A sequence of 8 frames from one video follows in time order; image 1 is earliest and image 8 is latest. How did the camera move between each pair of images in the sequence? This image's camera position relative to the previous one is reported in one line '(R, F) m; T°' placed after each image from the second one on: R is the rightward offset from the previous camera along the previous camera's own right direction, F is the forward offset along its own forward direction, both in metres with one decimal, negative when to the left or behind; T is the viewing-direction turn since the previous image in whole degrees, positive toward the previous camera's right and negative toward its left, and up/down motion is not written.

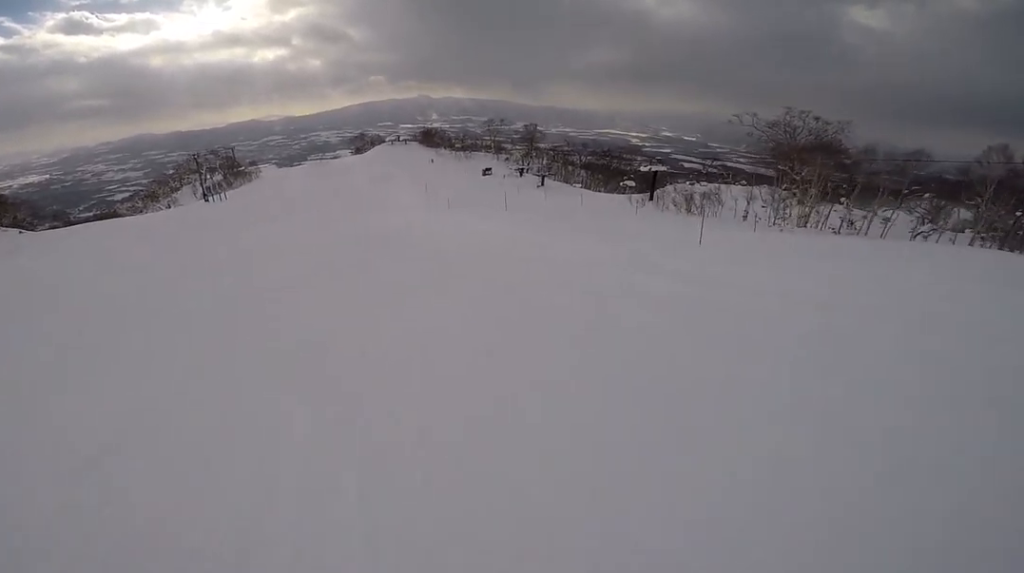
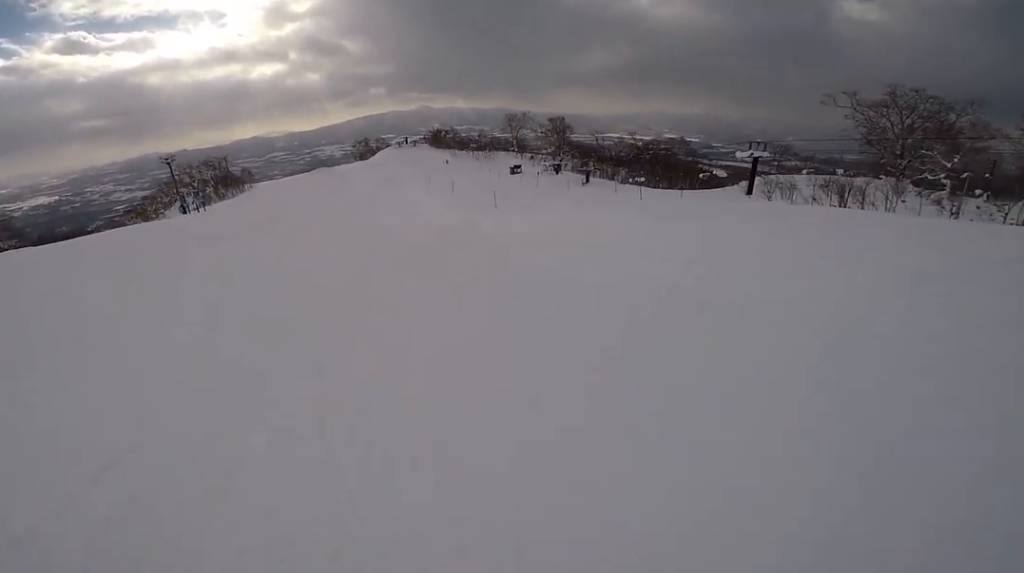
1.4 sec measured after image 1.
(-0.6, +15.4) m; -4°
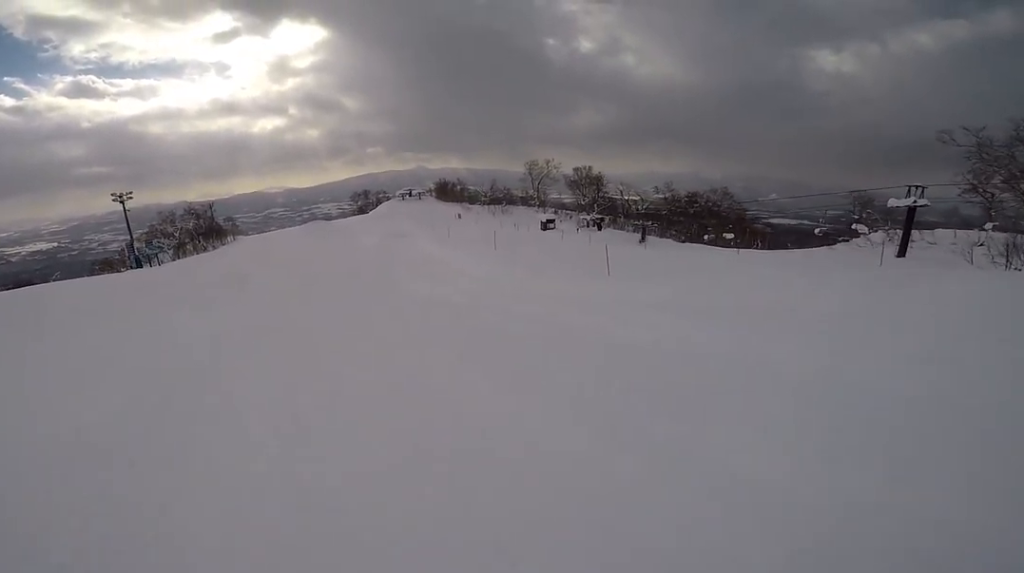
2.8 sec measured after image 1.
(+0.8, +16.5) m; +4°
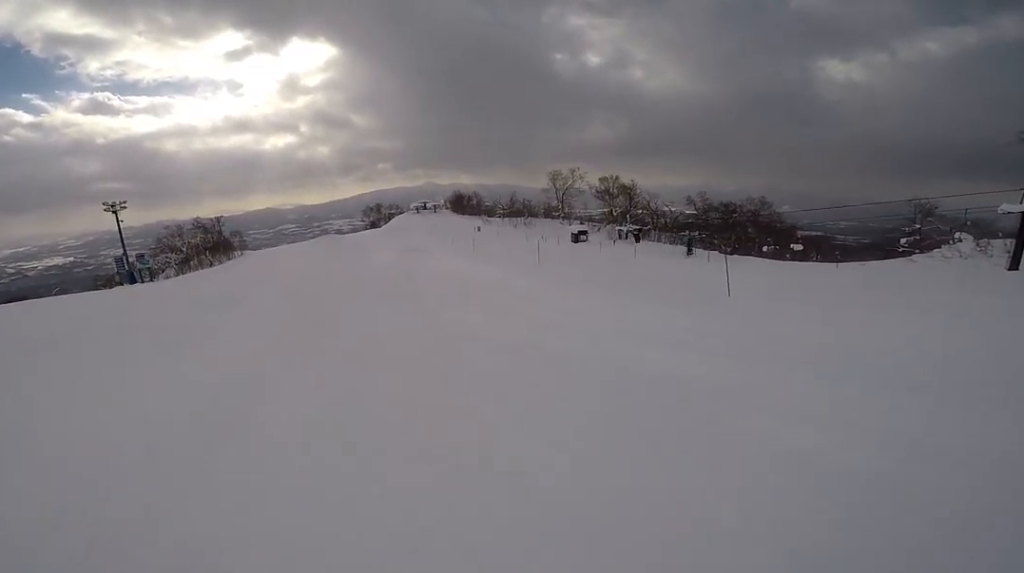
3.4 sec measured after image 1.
(+0.3, +6.2) m; 0°
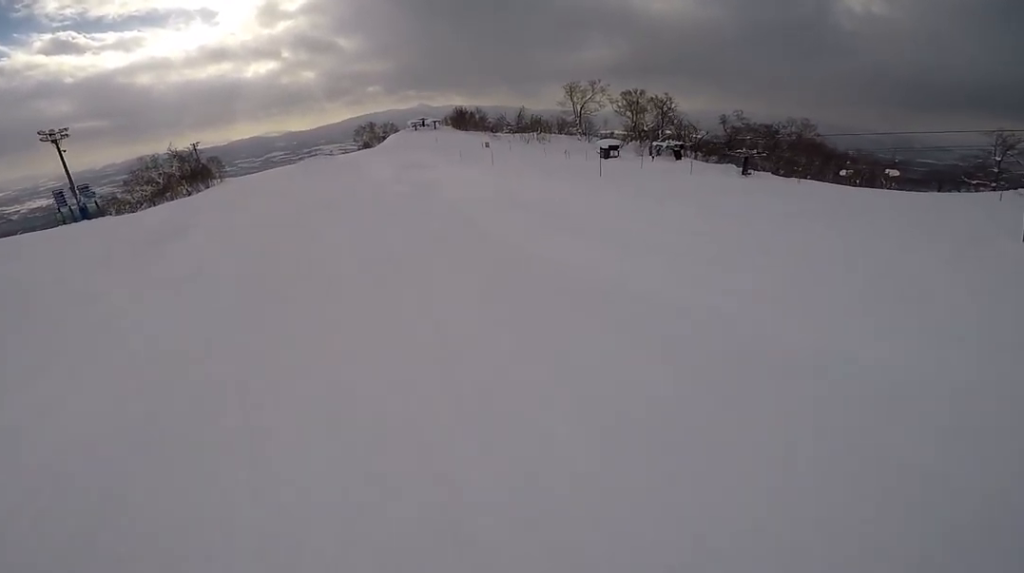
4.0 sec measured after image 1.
(-0.5, +7.9) m; -3°
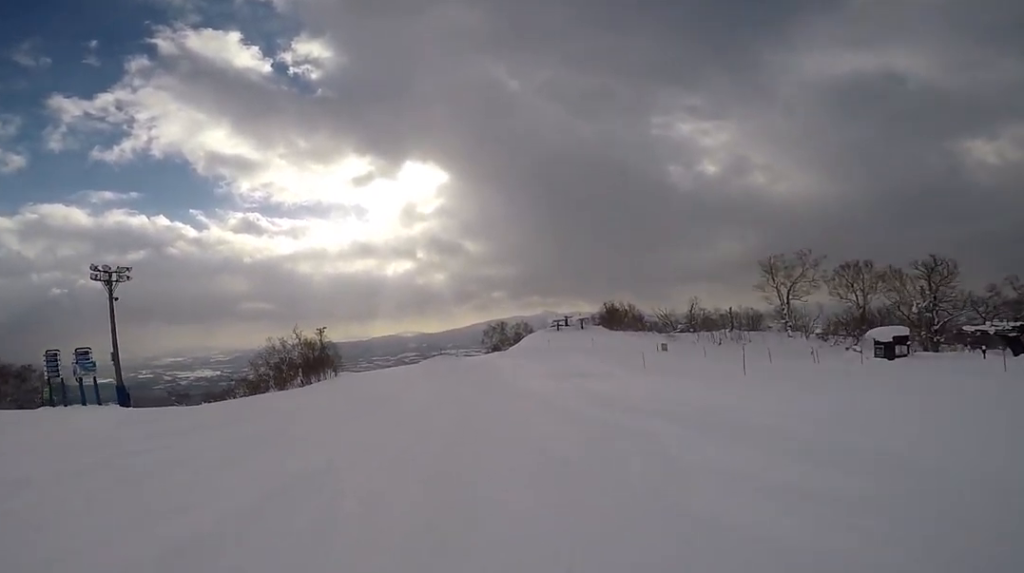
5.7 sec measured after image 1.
(-0.4, +19.8) m; +1°
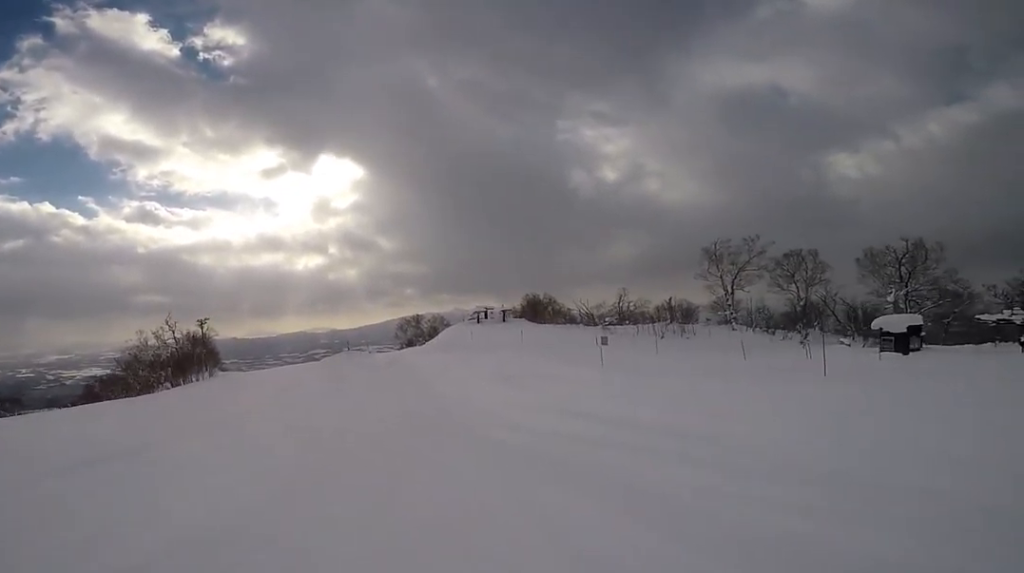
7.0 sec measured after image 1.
(+0.7, +14.0) m; +6°
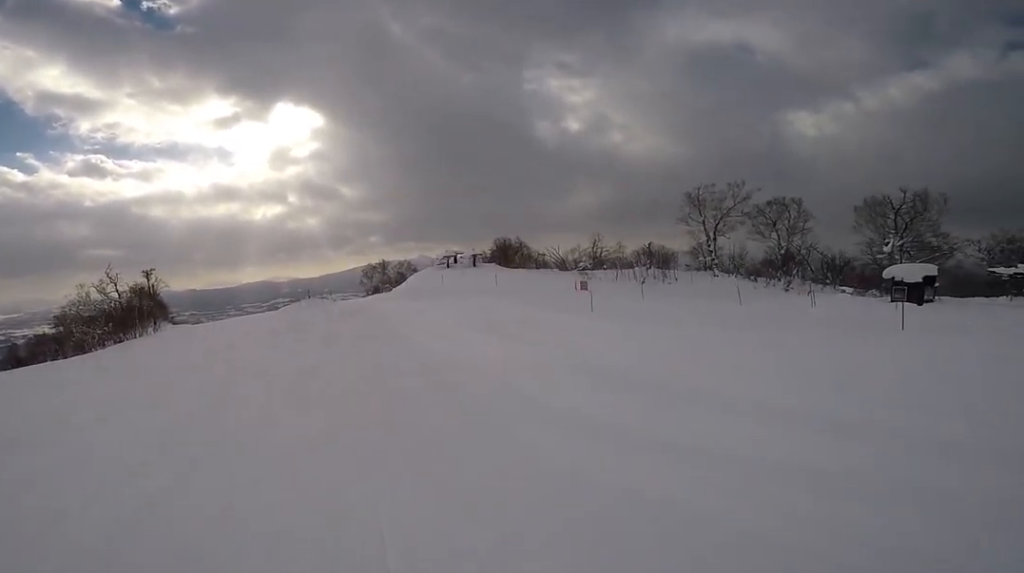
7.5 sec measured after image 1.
(+0.1, +4.9) m; 0°
